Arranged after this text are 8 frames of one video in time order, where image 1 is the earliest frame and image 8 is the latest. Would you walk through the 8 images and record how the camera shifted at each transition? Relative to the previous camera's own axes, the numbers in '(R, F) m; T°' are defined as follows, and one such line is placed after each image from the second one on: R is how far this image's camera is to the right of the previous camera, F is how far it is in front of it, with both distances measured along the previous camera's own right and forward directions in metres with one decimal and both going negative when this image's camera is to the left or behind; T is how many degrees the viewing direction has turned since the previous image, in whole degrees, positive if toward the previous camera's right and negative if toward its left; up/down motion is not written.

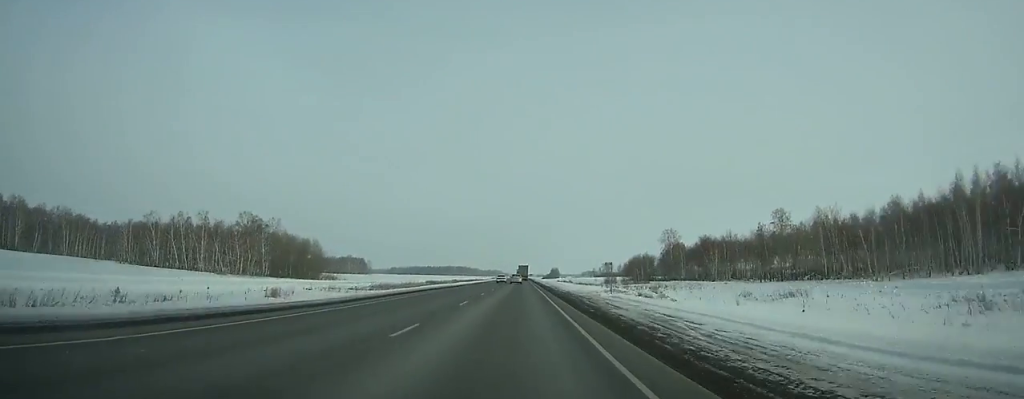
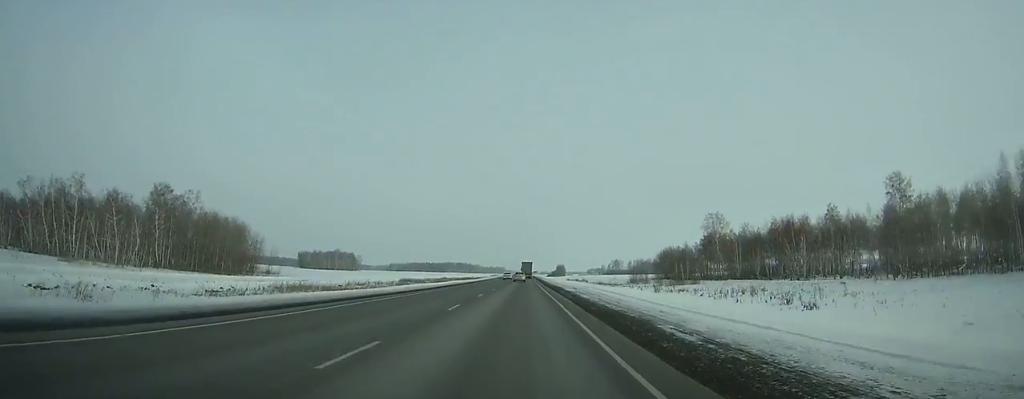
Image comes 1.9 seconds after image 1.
(+0.1, +51.5) m; 0°
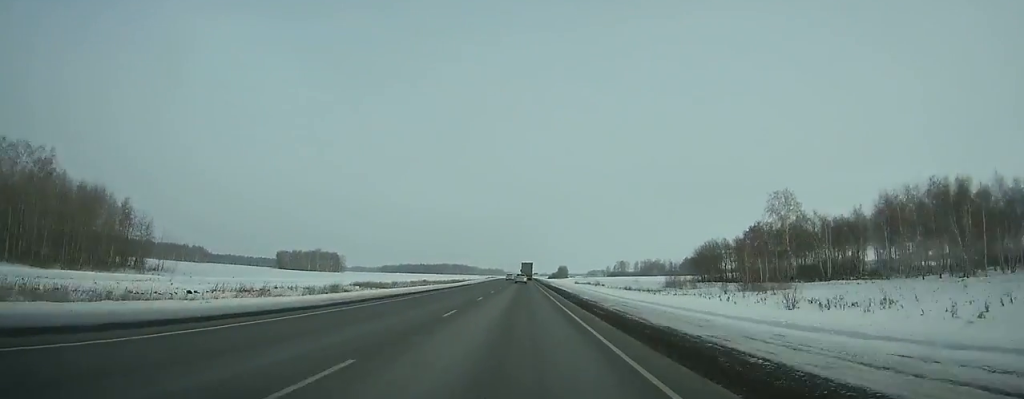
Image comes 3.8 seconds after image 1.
(0.0, +51.5) m; 0°
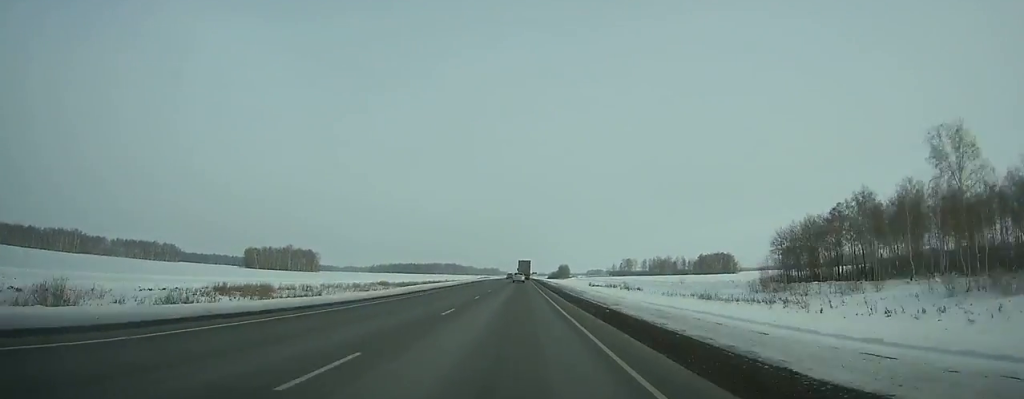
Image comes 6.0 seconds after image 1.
(0.0, +59.6) m; 0°
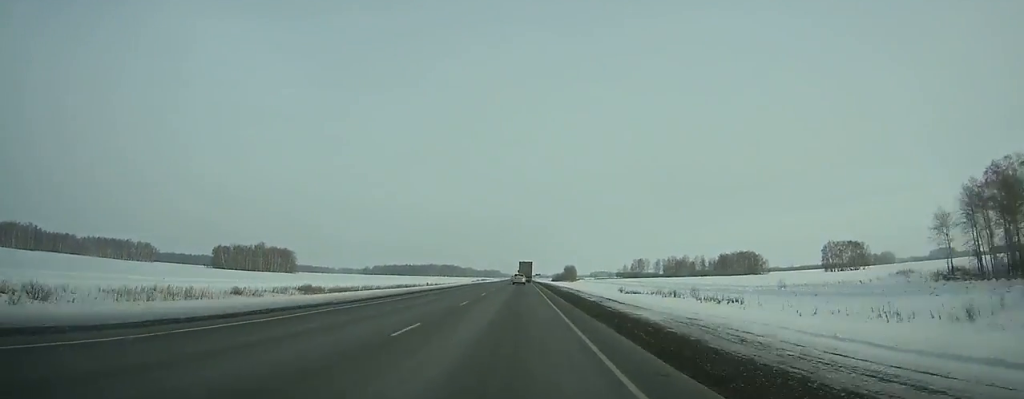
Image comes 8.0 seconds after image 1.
(-0.1, +53.9) m; 0°
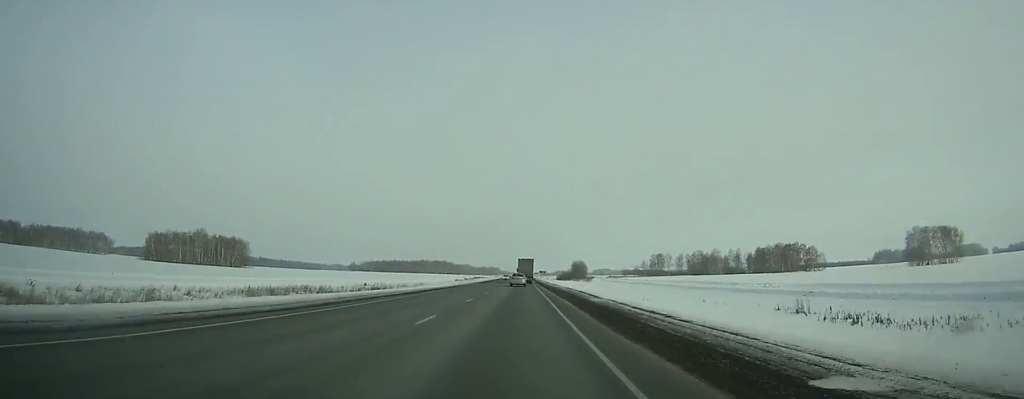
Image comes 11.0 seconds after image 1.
(0.0, +80.0) m; 0°
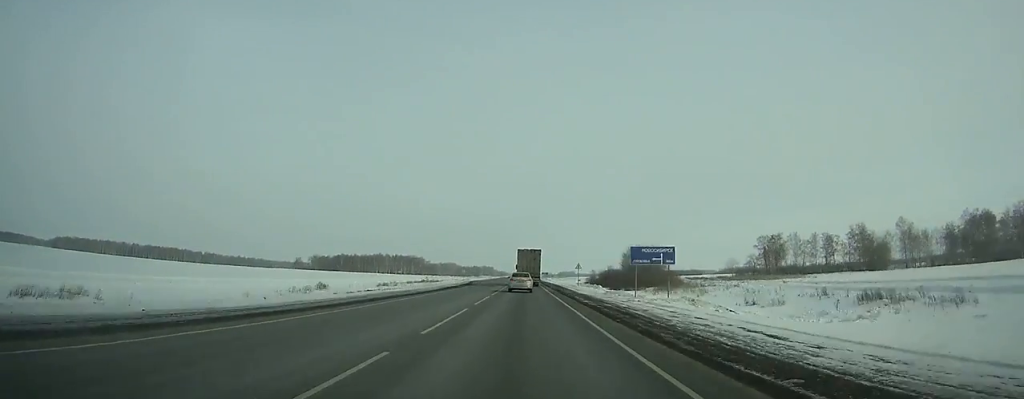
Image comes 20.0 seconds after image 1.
(-0.3, +227.3) m; 0°
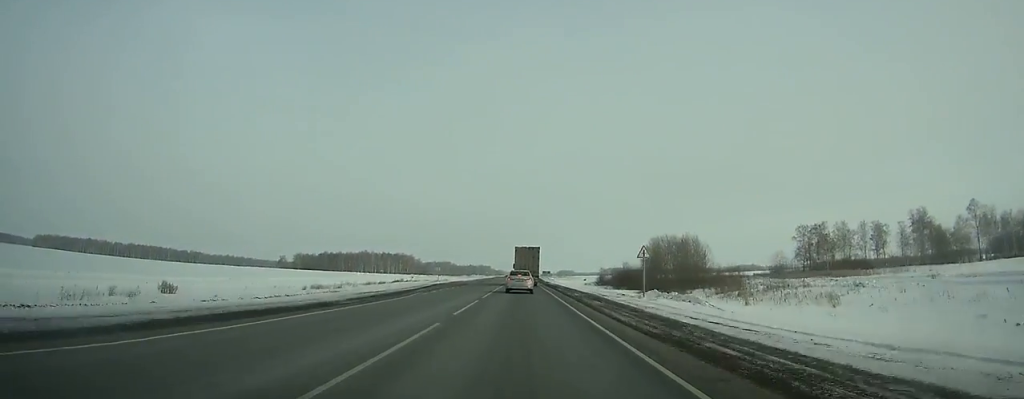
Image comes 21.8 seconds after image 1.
(0.0, +42.3) m; 0°
